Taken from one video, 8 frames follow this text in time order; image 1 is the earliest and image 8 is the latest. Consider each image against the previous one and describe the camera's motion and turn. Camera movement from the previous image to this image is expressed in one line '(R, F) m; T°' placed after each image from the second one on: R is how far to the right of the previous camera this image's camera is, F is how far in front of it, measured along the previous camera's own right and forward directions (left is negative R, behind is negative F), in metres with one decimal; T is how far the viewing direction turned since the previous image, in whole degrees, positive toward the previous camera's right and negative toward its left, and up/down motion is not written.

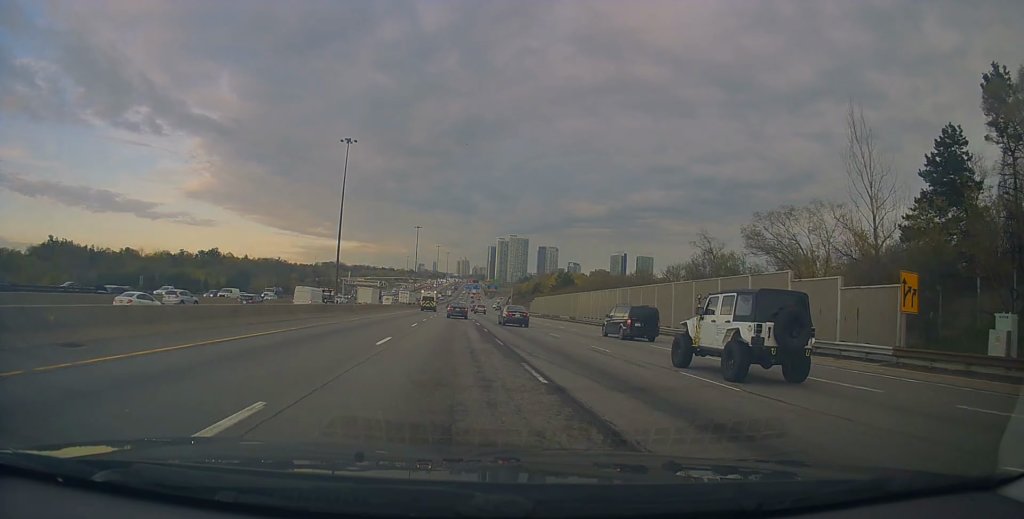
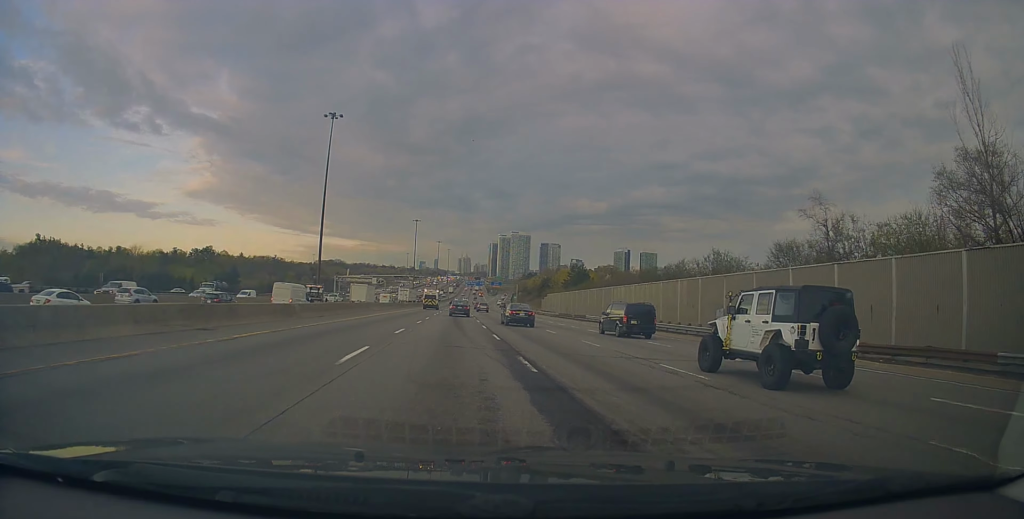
(+0.3, +16.9) m; 0°
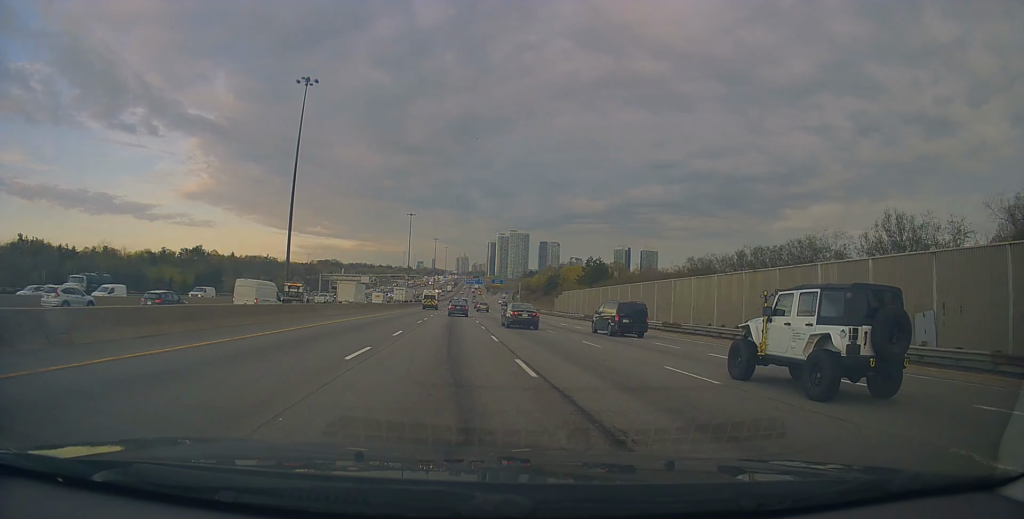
(+0.2, +19.4) m; 0°
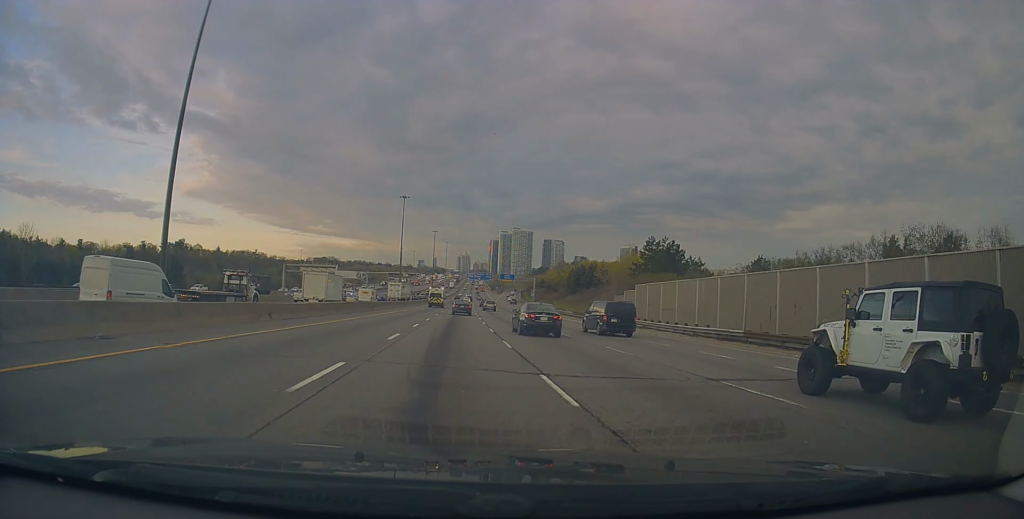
(-0.2, +38.9) m; 0°
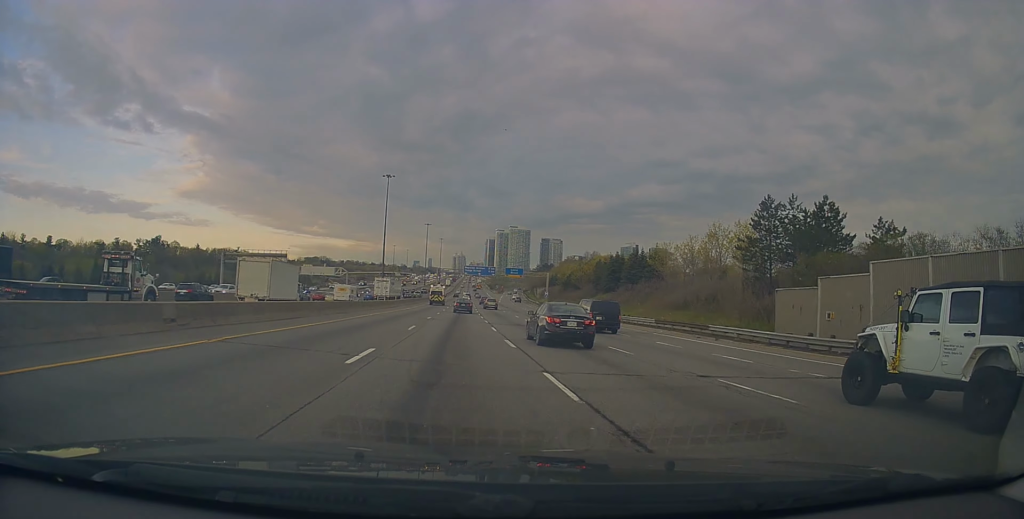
(+0.3, +36.3) m; 0°
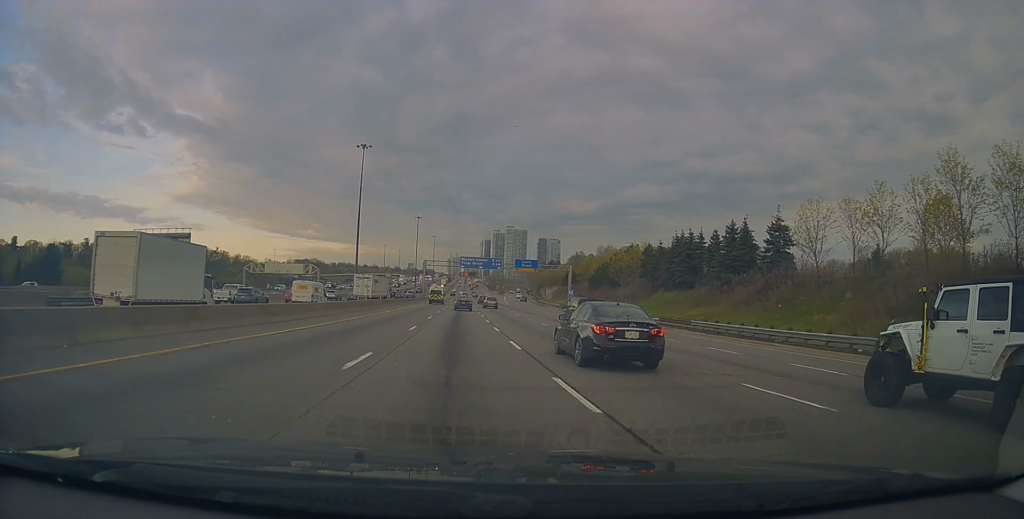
(-0.6, +37.0) m; 0°
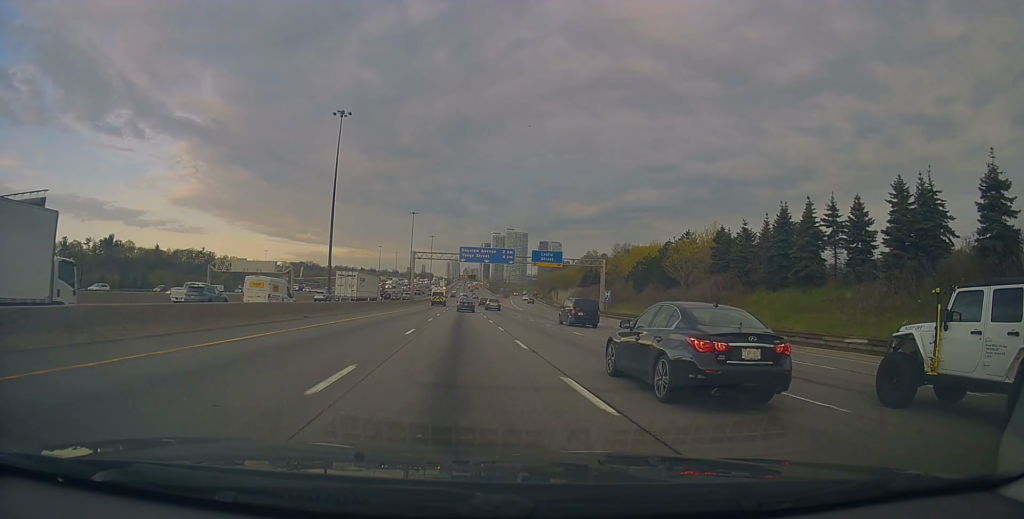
(+0.5, +27.4) m; +1°
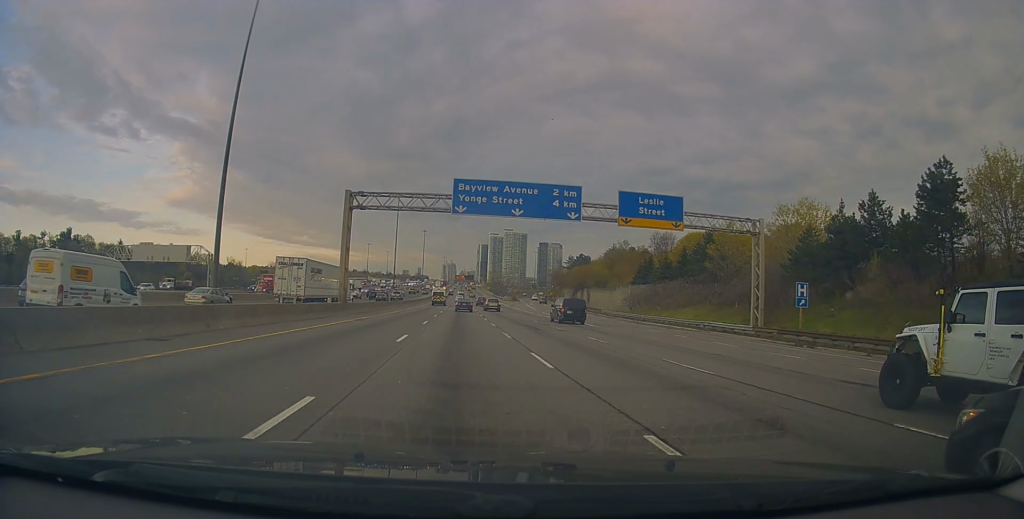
(0.0, +49.8) m; +1°
